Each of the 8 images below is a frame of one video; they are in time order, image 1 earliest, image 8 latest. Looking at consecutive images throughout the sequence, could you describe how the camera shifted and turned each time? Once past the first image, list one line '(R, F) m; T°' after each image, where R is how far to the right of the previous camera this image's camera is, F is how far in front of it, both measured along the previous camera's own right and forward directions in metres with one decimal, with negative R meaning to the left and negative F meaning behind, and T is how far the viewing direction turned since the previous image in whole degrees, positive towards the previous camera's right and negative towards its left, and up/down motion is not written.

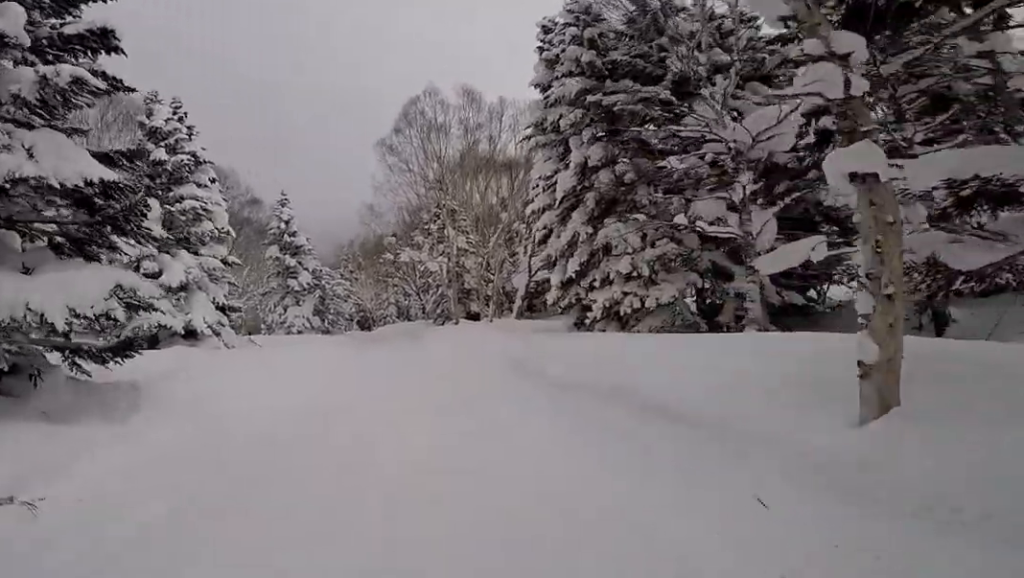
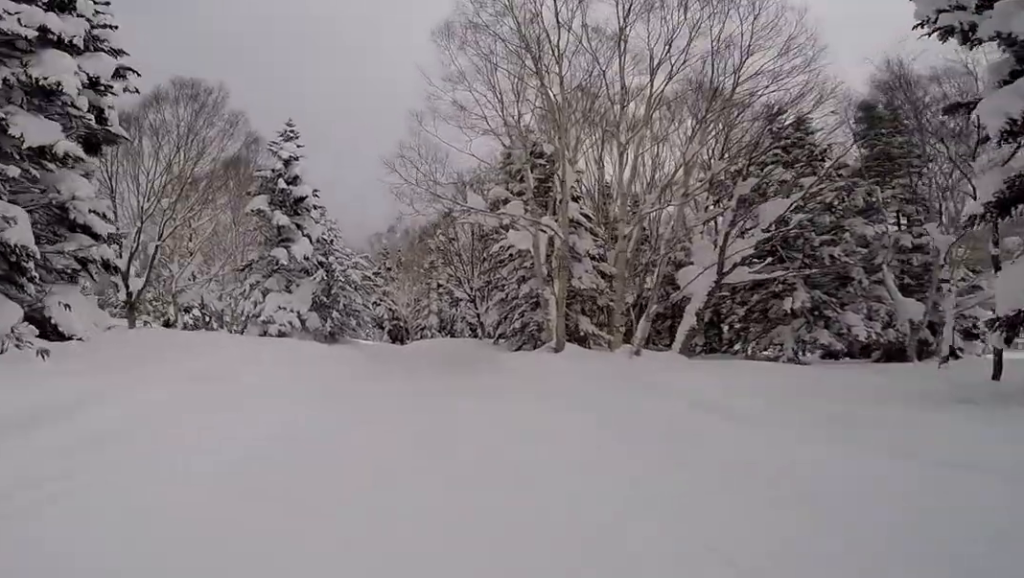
(-0.4, +14.2) m; -2°
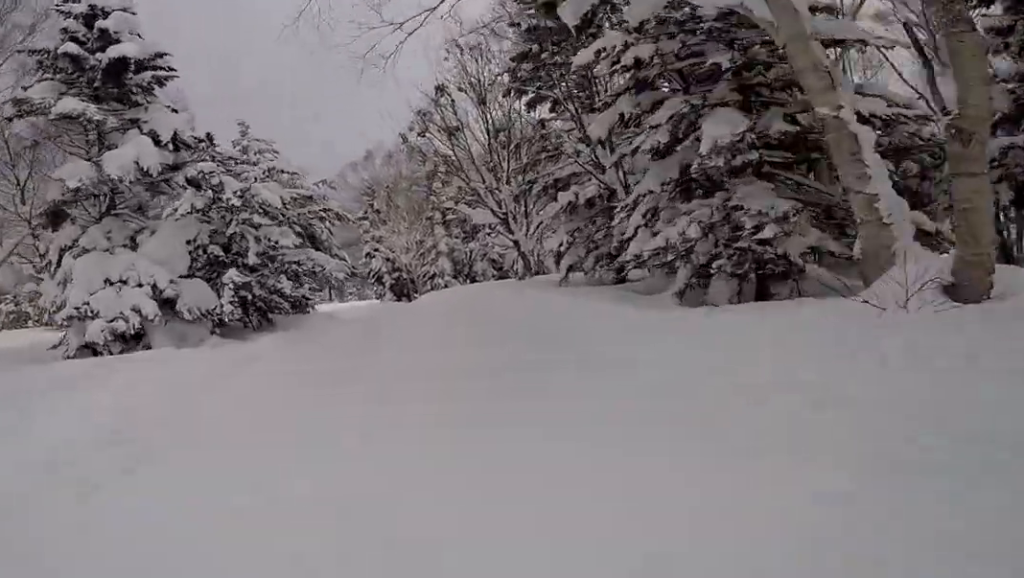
(0.0, +12.5) m; 0°
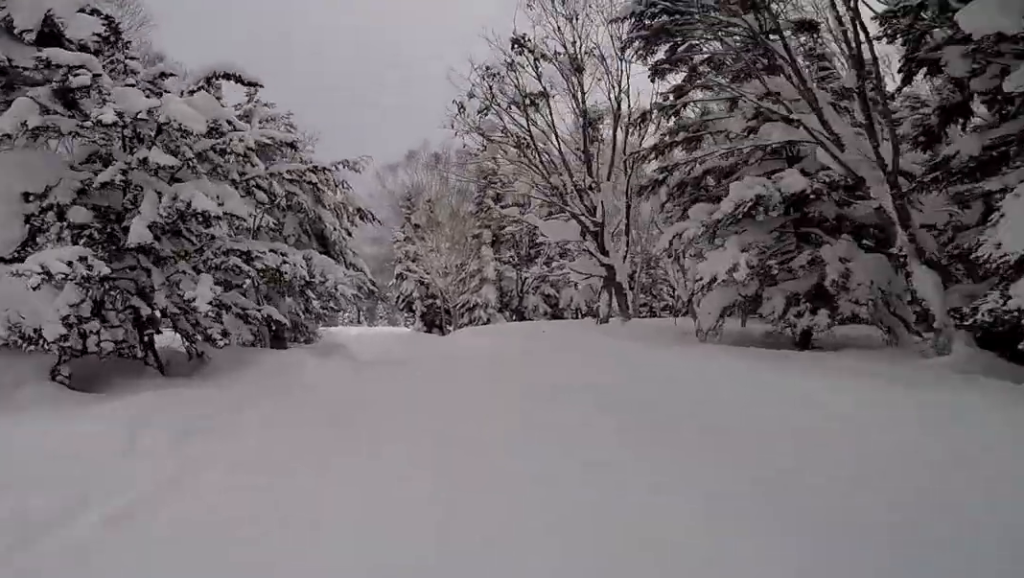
(0.0, +6.5) m; 0°
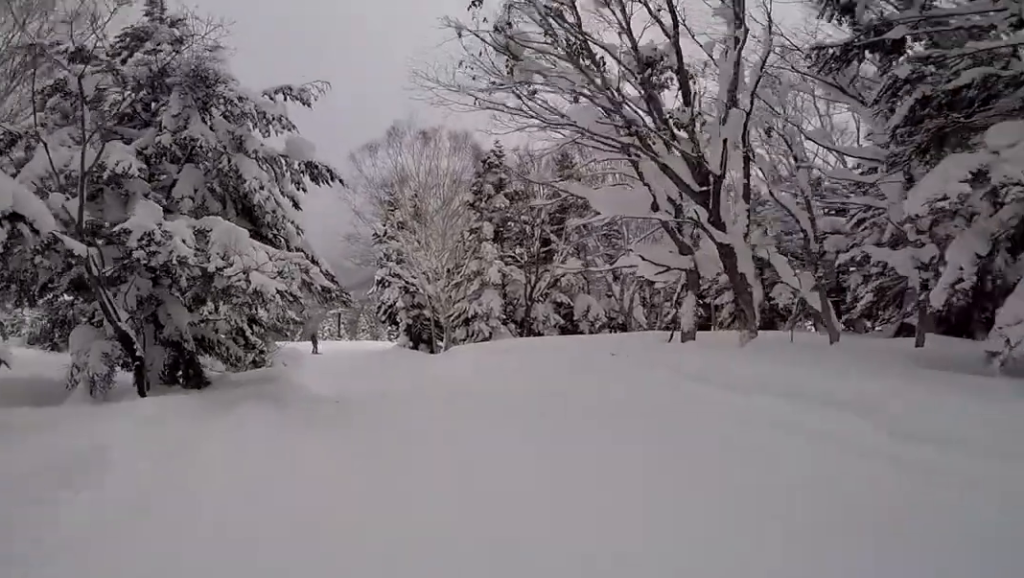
(0.0, +6.4) m; -10°
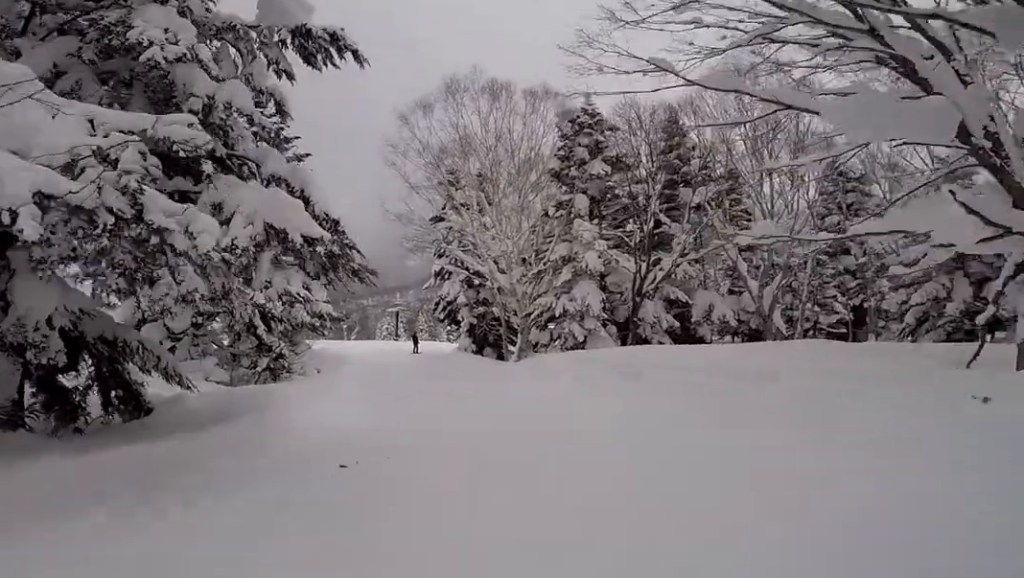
(-0.9, +5.5) m; -4°
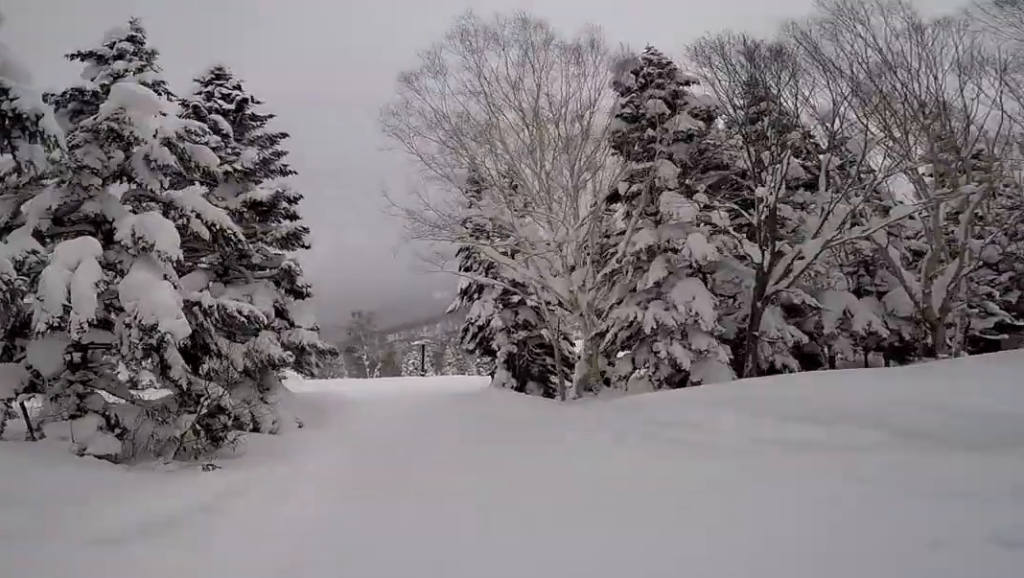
(+0.1, +5.9) m; -1°
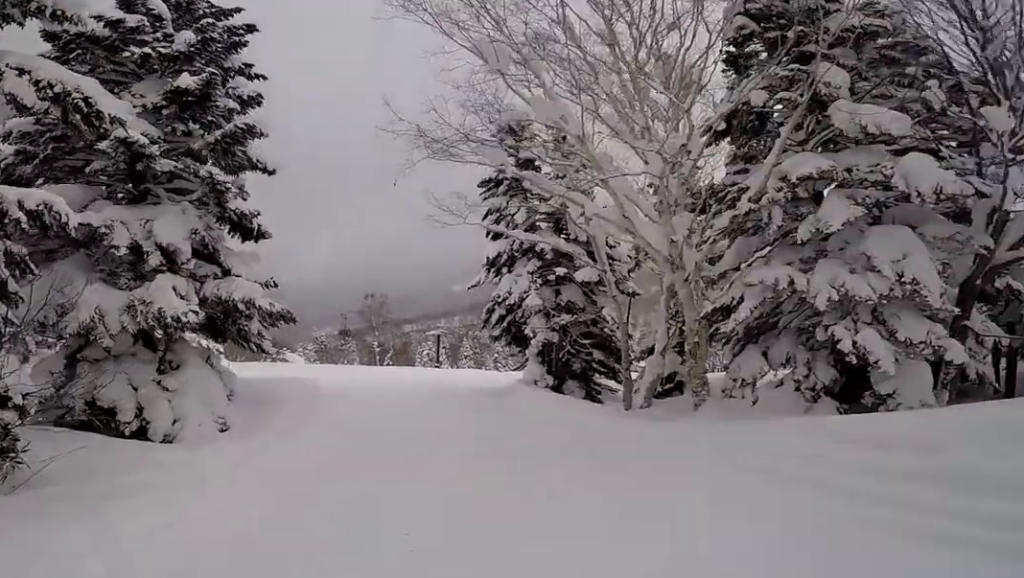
(+0.2, +5.2) m; +1°
